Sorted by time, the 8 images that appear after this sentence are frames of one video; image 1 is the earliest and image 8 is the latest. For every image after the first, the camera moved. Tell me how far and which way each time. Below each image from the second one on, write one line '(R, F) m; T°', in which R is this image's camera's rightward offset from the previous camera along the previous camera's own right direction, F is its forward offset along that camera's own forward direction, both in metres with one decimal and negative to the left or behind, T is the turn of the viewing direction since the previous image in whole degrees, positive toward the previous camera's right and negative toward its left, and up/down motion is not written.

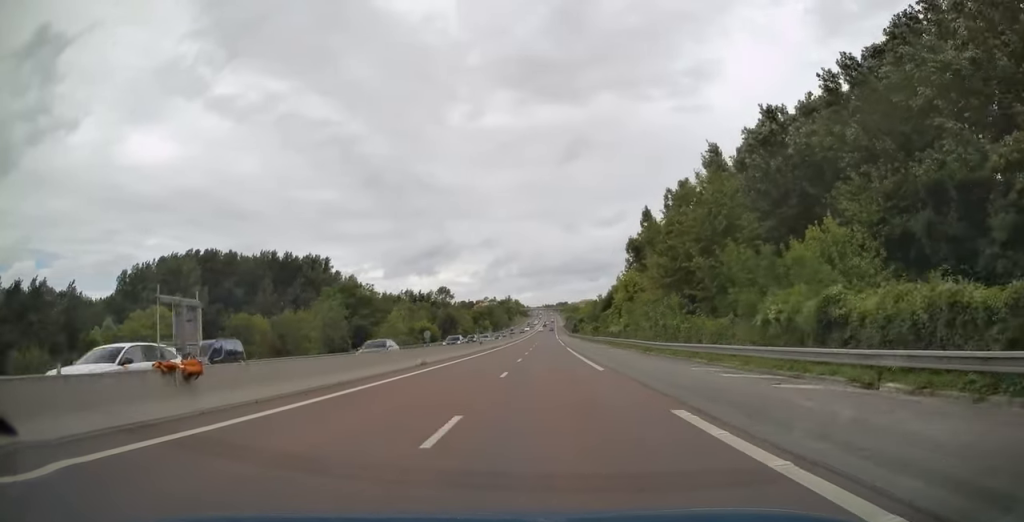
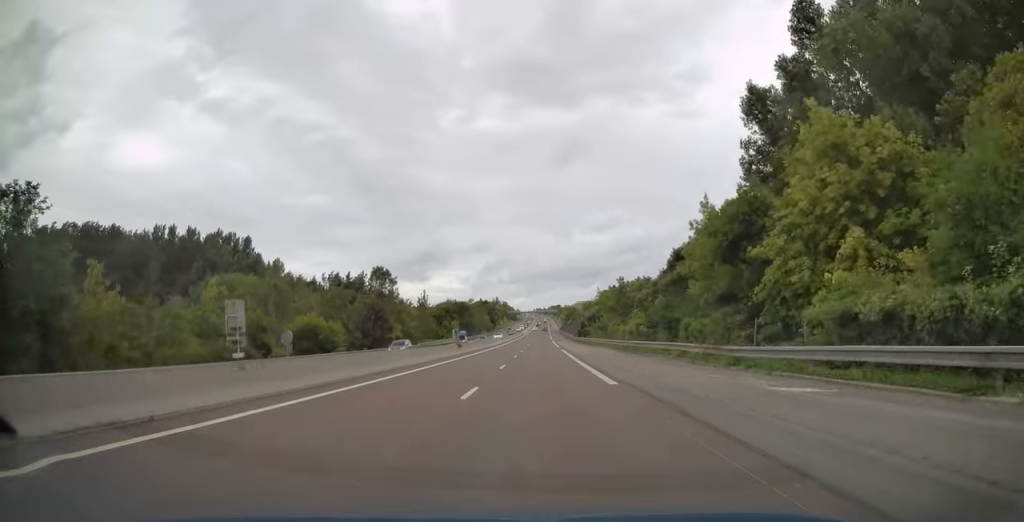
(+0.4, +59.8) m; +1°
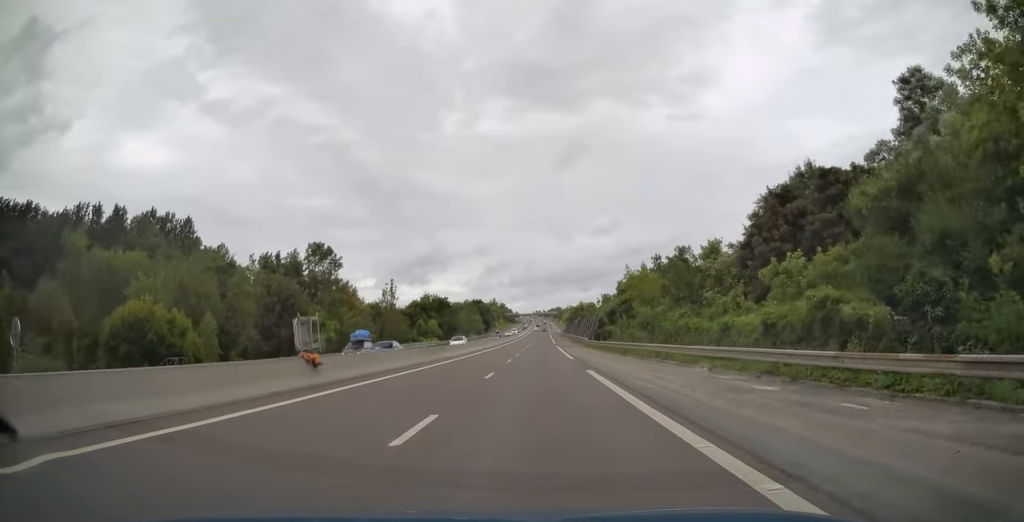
(0.0, +32.2) m; 0°
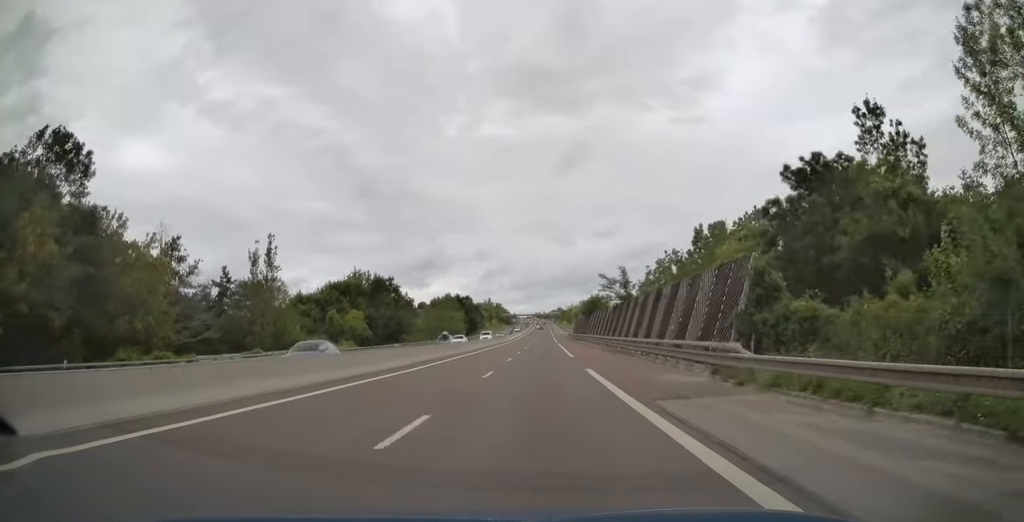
(+0.1, +52.1) m; 0°
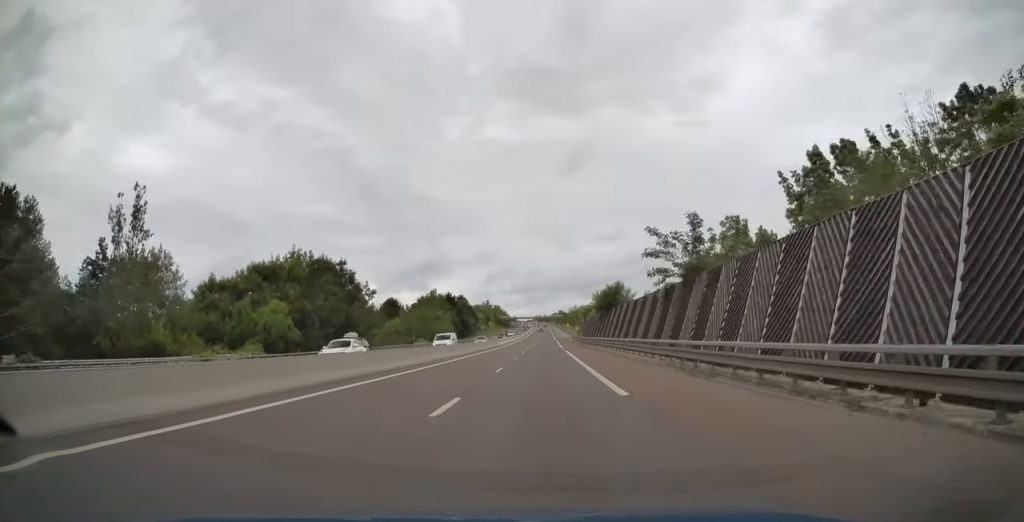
(0.0, +22.9) m; 0°
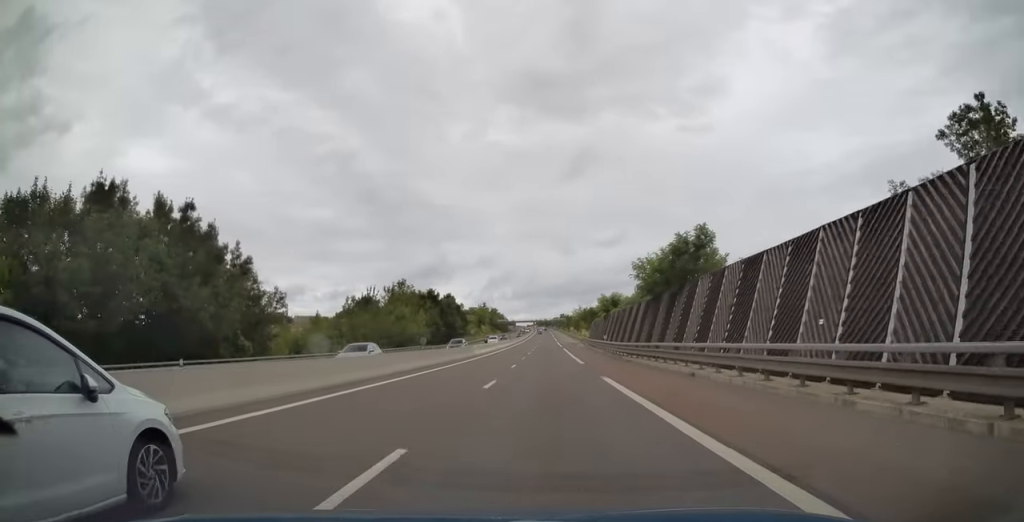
(-0.1, +32.4) m; 0°
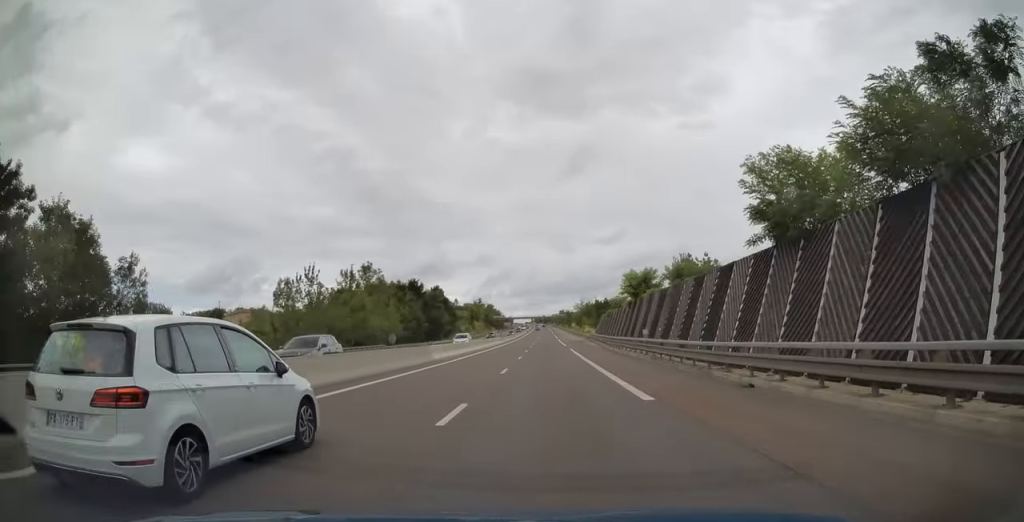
(+0.1, +20.9) m; 0°
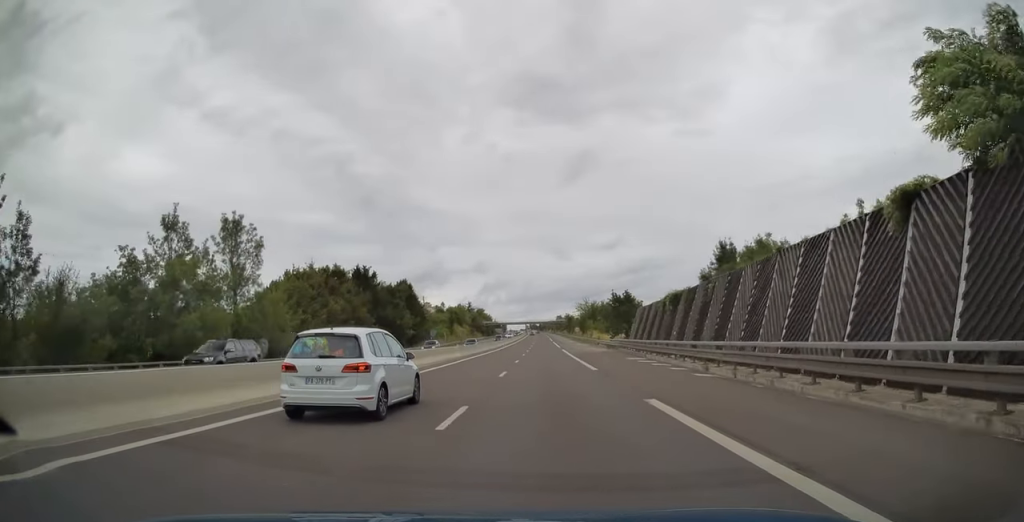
(-0.1, +39.0) m; 0°
